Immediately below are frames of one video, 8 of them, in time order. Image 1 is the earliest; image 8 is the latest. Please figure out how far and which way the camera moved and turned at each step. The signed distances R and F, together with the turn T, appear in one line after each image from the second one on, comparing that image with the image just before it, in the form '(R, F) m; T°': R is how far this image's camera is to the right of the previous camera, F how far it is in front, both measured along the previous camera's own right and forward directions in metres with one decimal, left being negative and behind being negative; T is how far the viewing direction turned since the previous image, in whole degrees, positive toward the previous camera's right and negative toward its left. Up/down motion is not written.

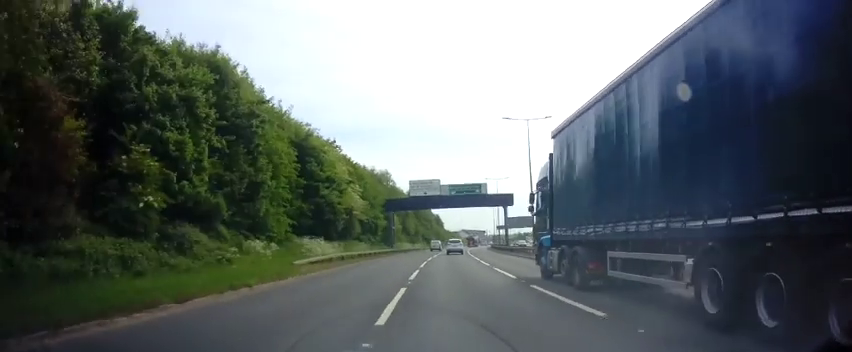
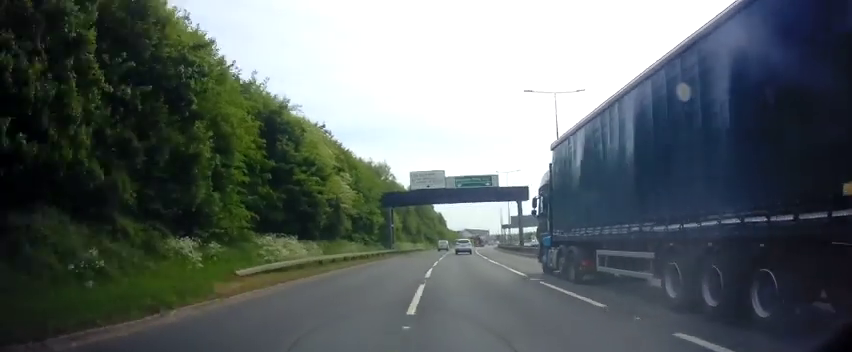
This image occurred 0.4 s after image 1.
(0.0, +7.8) m; 0°
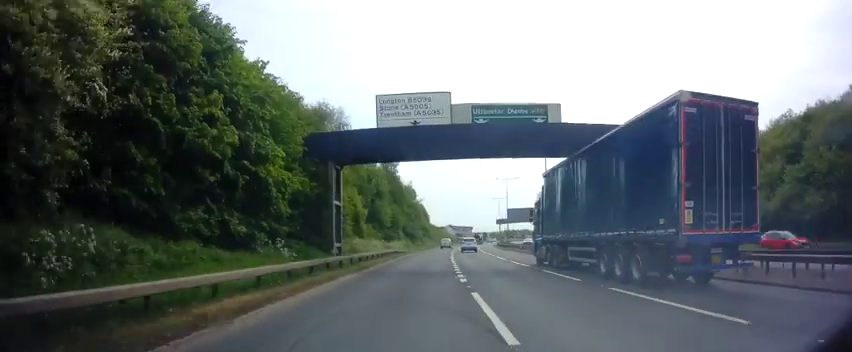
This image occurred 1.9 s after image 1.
(+0.1, +29.9) m; +1°
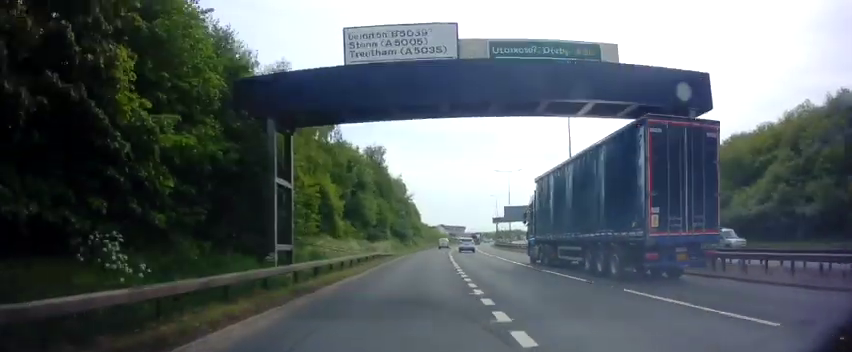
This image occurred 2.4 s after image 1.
(-0.1, +9.5) m; +1°
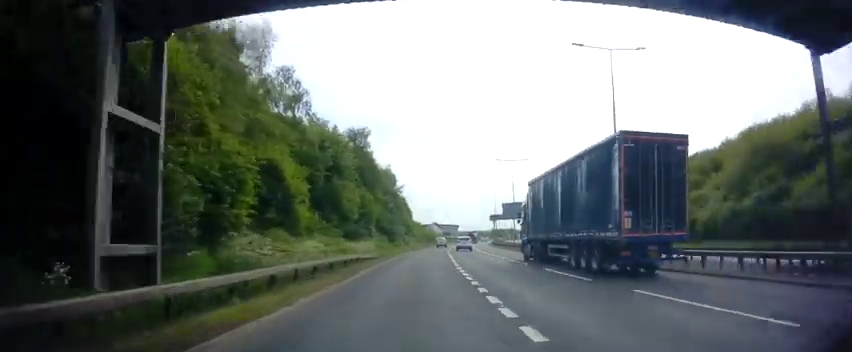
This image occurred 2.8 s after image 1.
(+0.5, +9.6) m; +1°
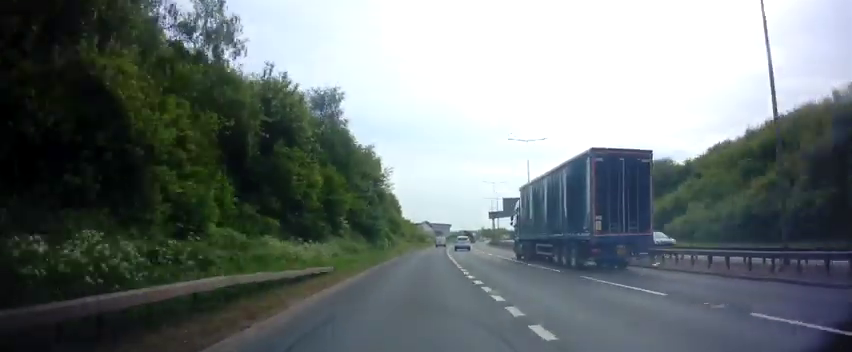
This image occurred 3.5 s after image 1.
(+0.2, +13.7) m; +1°
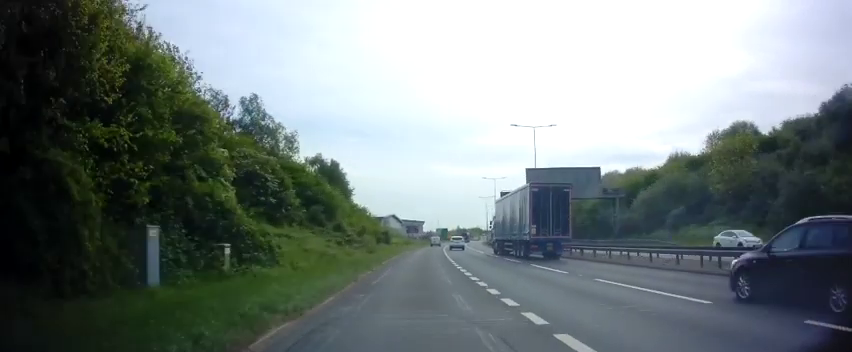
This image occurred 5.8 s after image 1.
(+1.4, +46.7) m; +4°
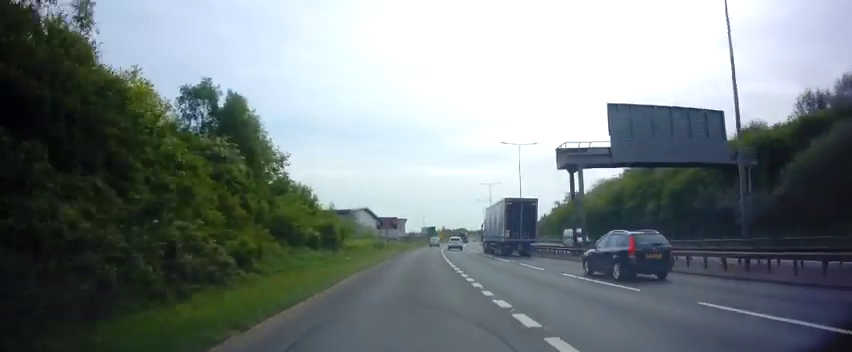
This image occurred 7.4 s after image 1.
(+1.0, +32.2) m; +4°
